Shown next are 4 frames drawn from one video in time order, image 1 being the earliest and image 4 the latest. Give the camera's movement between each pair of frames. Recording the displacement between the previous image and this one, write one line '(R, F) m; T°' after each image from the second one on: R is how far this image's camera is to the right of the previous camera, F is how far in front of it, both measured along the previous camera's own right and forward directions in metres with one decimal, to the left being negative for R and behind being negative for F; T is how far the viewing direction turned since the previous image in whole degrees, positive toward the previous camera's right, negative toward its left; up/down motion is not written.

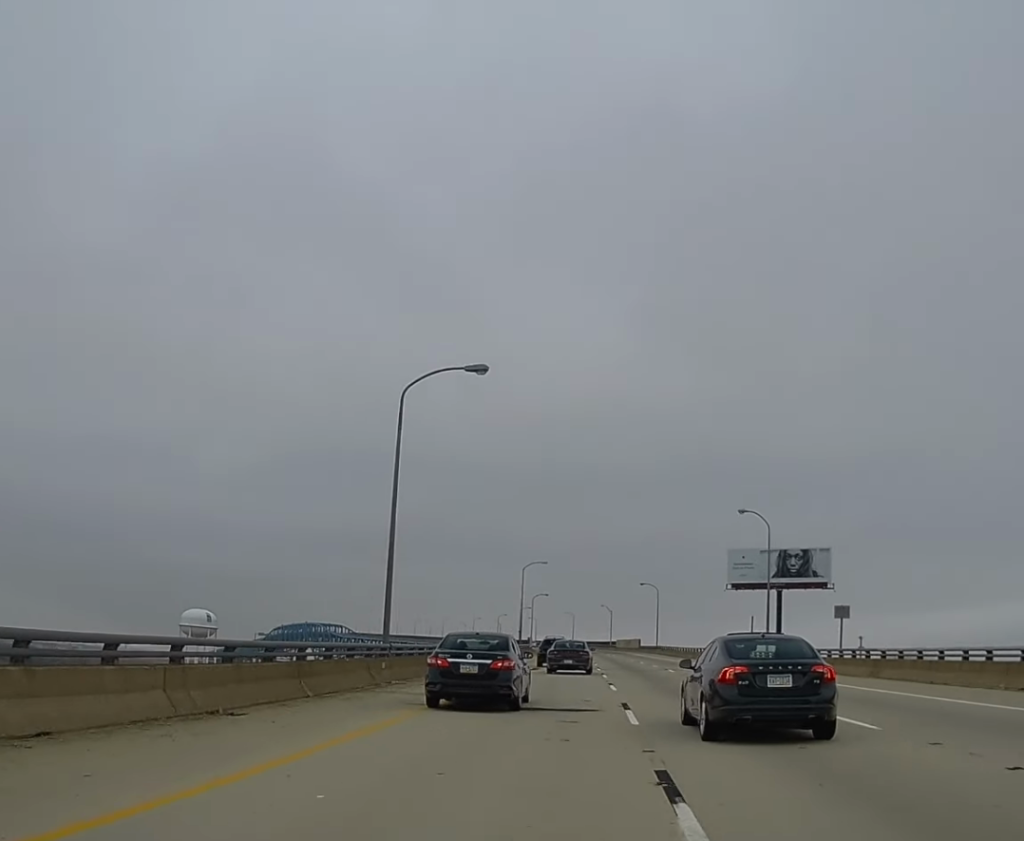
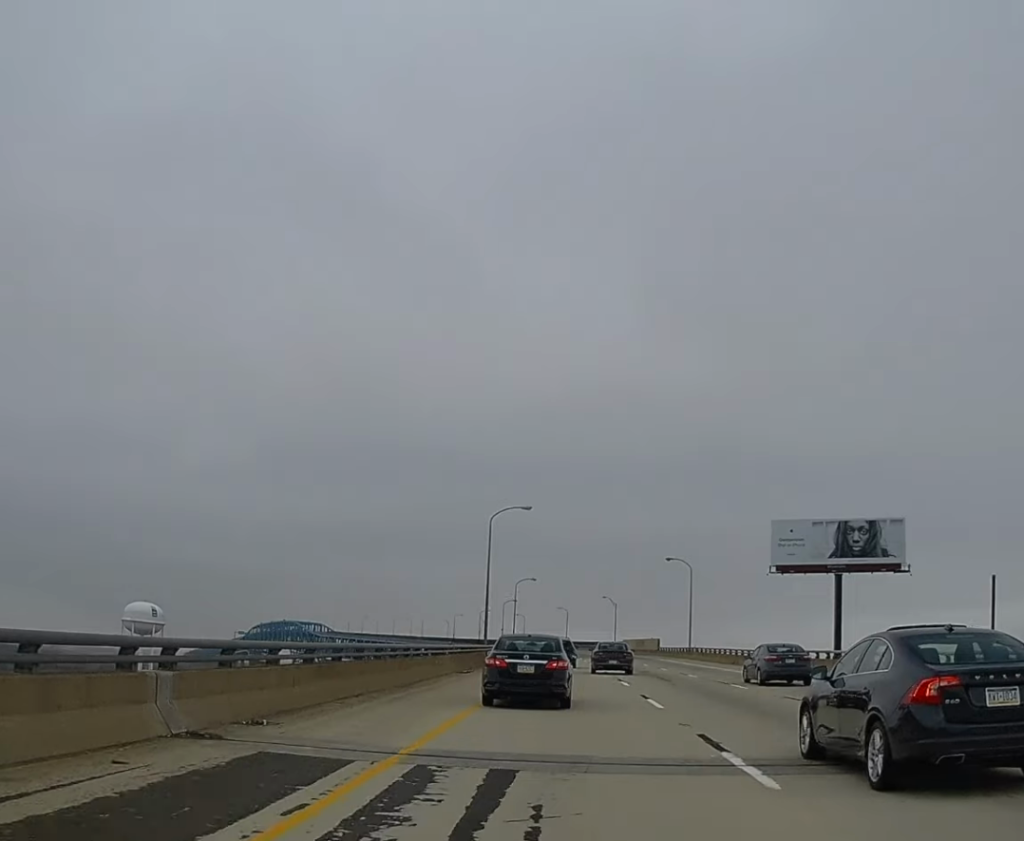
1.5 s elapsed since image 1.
(-0.1, +43.2) m; 0°
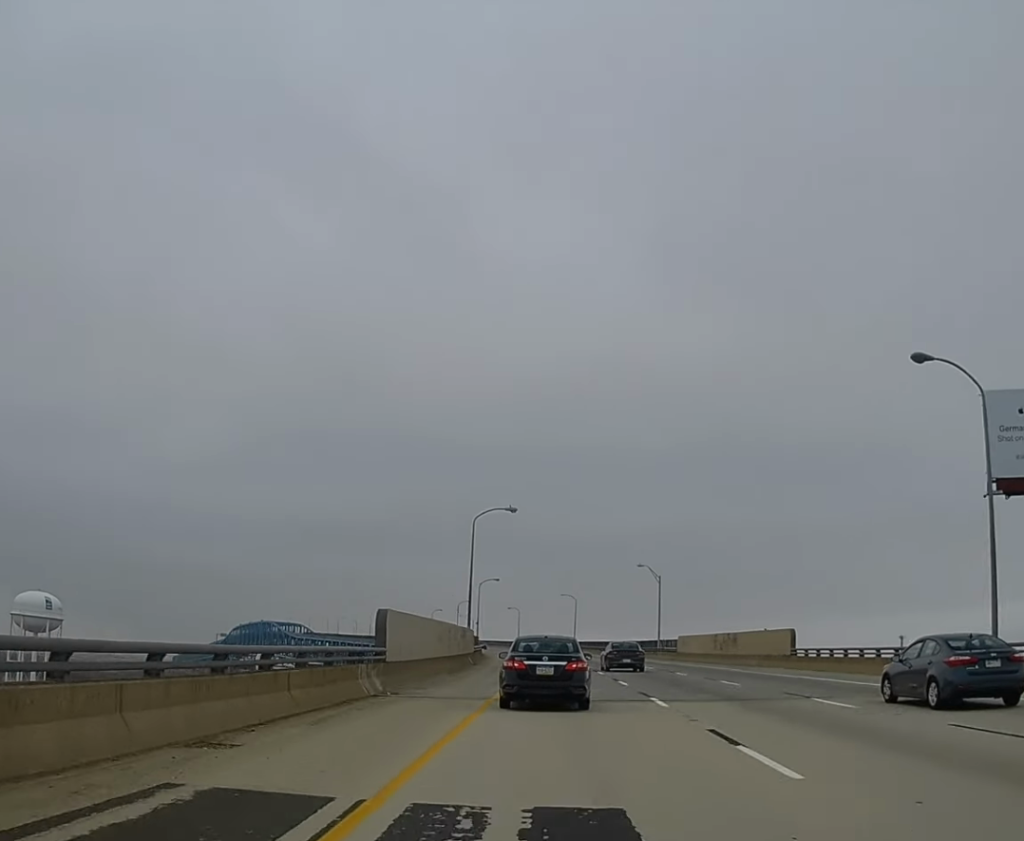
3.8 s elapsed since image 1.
(+0.3, +72.1) m; 0°
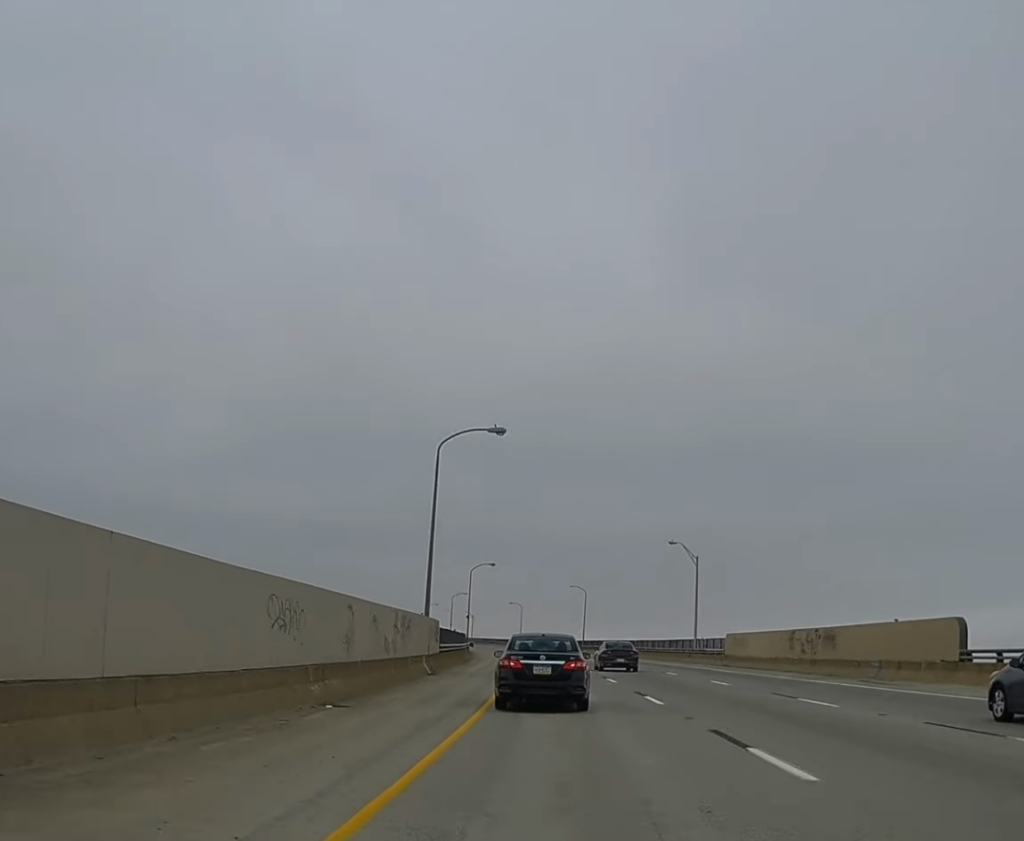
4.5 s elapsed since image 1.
(-0.2, +23.4) m; 0°
